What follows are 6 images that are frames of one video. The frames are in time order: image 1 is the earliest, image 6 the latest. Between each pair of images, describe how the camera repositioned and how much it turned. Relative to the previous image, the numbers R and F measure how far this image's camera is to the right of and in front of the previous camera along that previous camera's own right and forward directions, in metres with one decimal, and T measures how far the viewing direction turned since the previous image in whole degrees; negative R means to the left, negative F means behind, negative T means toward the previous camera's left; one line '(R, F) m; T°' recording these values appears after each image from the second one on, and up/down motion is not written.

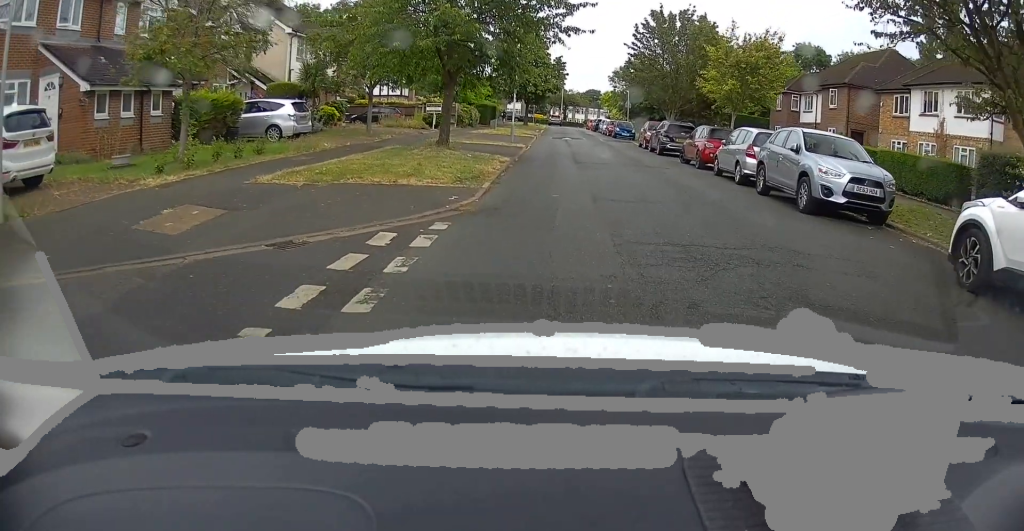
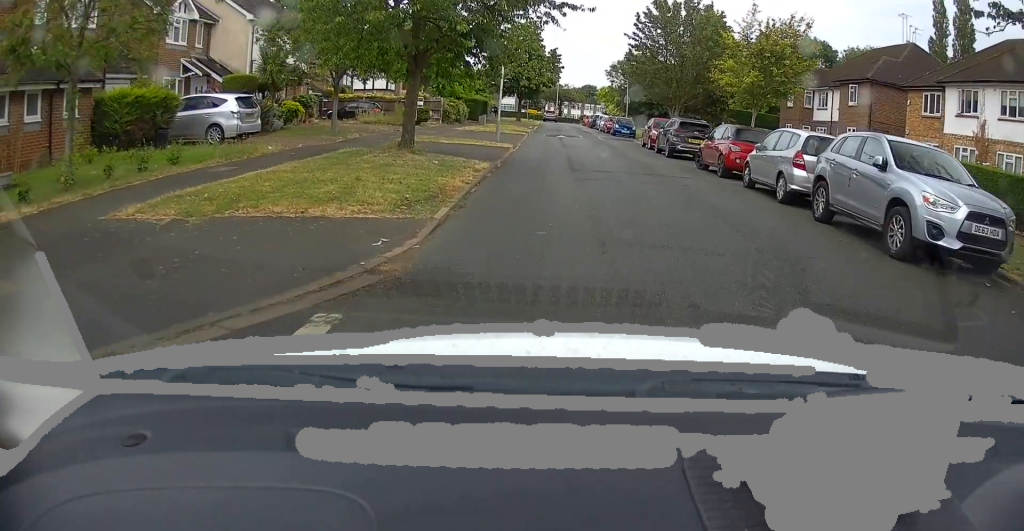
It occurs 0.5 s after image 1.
(0.0, +3.6) m; 0°
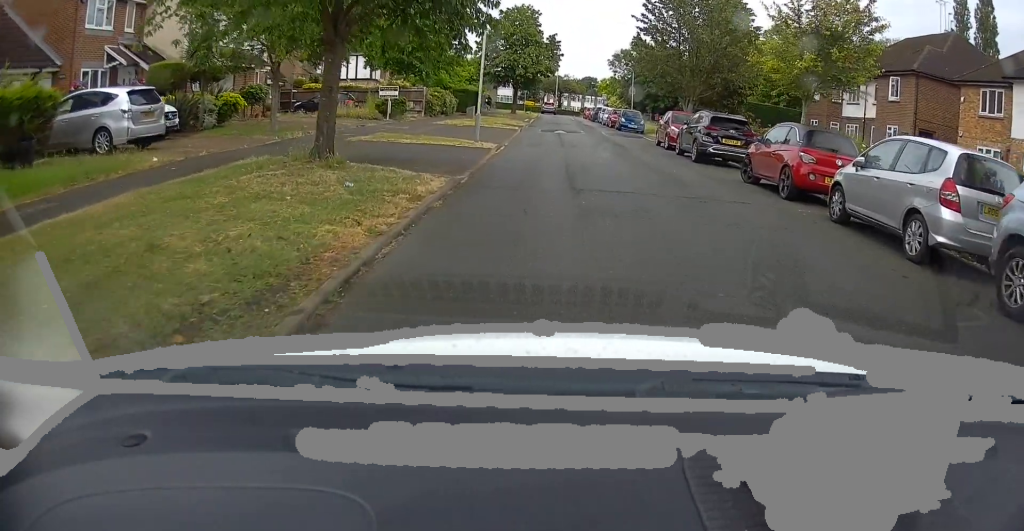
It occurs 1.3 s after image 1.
(+0.4, +5.2) m; +1°
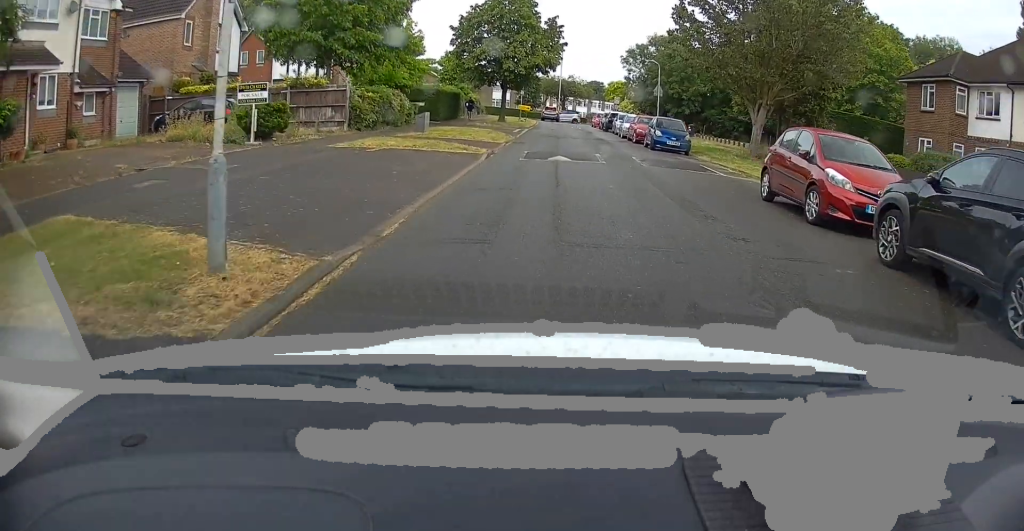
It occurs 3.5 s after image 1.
(-0.8, +14.9) m; -4°
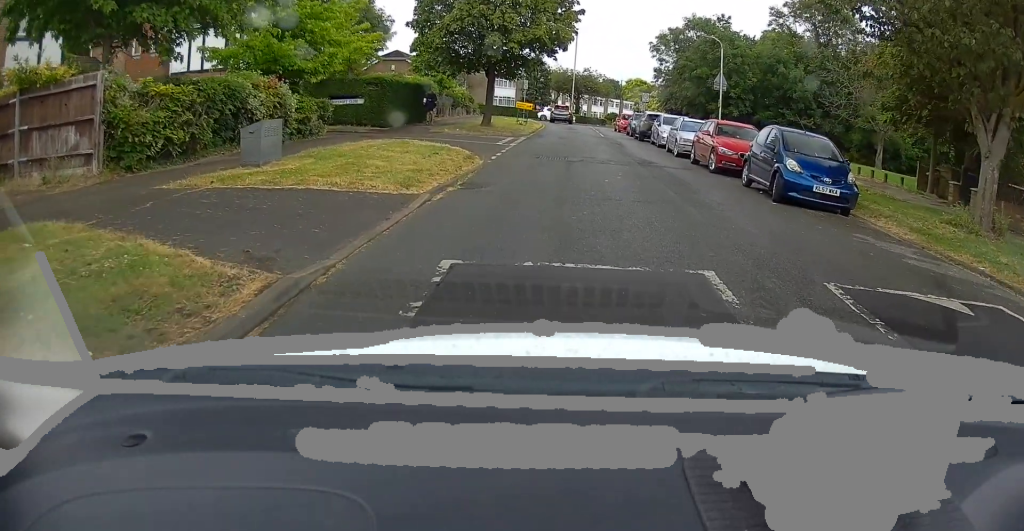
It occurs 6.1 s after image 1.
(-0.4, +14.9) m; -1°
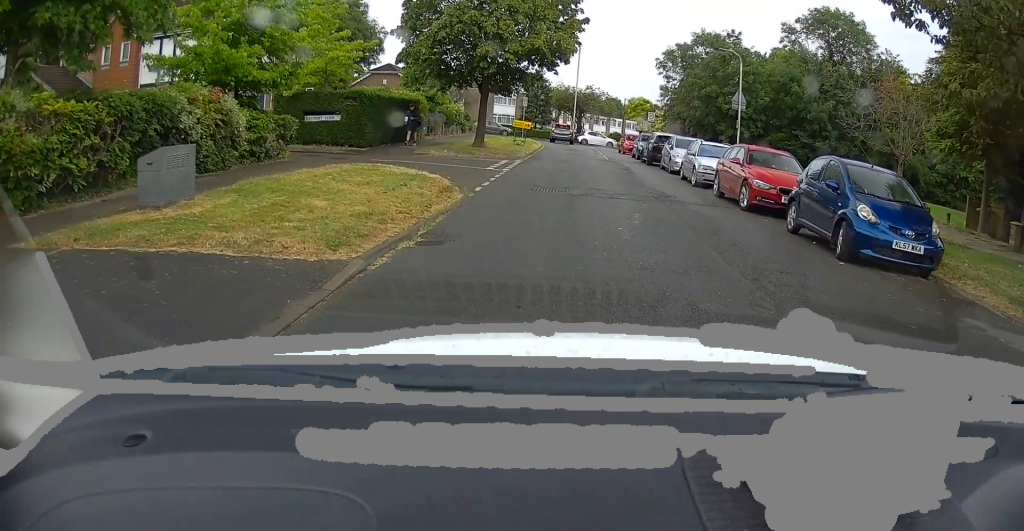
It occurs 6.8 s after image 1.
(0.0, +3.0) m; -1°
